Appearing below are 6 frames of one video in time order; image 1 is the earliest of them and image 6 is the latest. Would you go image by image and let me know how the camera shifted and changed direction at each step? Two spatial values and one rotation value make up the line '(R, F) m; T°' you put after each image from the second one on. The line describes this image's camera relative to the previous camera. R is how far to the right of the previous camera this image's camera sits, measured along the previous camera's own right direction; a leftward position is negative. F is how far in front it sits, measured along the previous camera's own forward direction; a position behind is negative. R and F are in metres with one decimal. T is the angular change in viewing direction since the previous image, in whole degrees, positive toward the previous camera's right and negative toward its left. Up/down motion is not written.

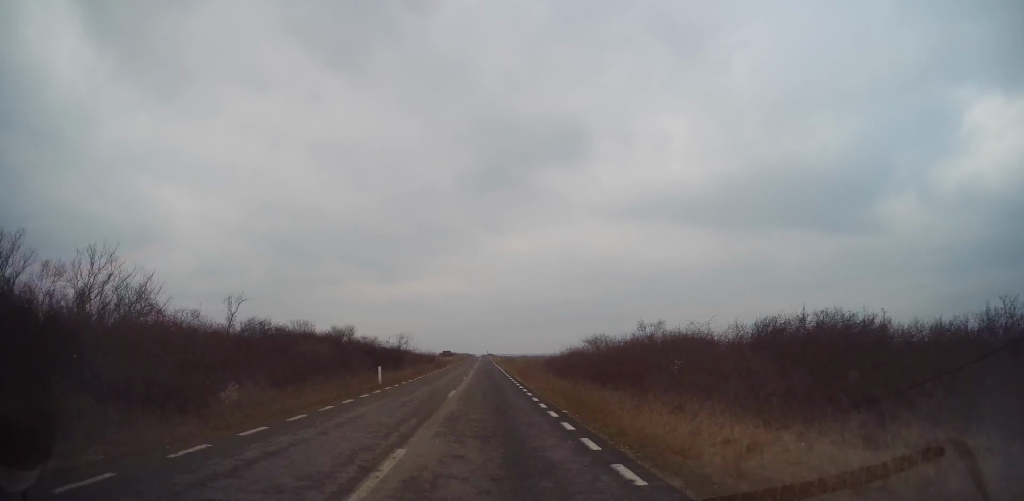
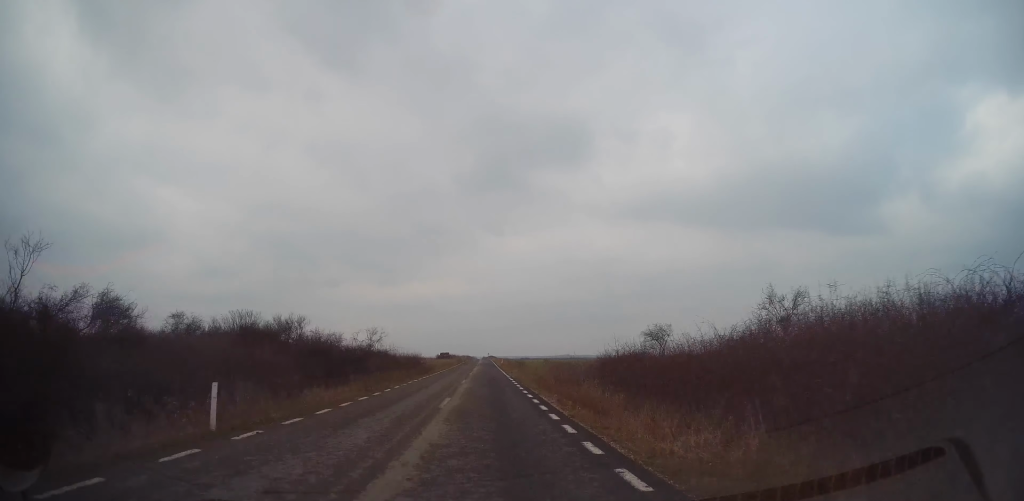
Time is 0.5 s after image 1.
(0.0, +14.4) m; 0°
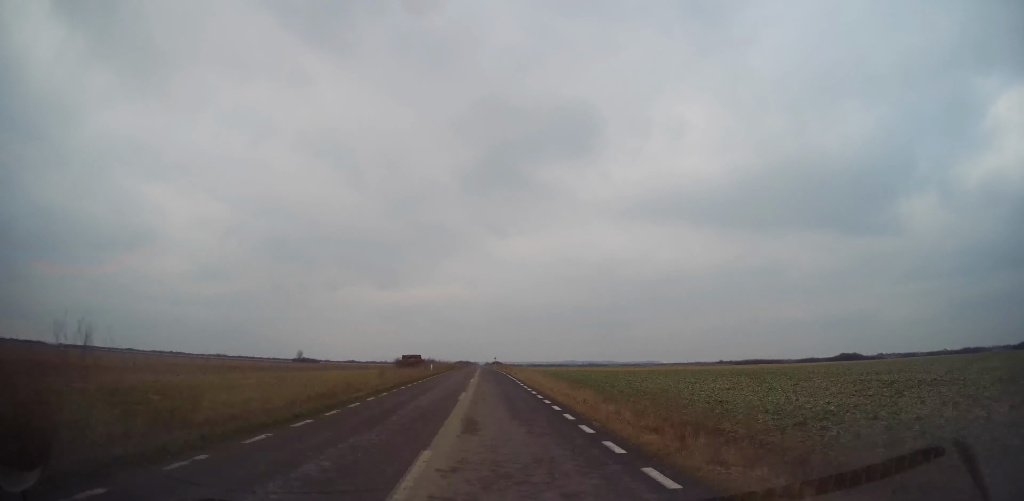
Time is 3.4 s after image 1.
(-0.4, +91.9) m; -1°
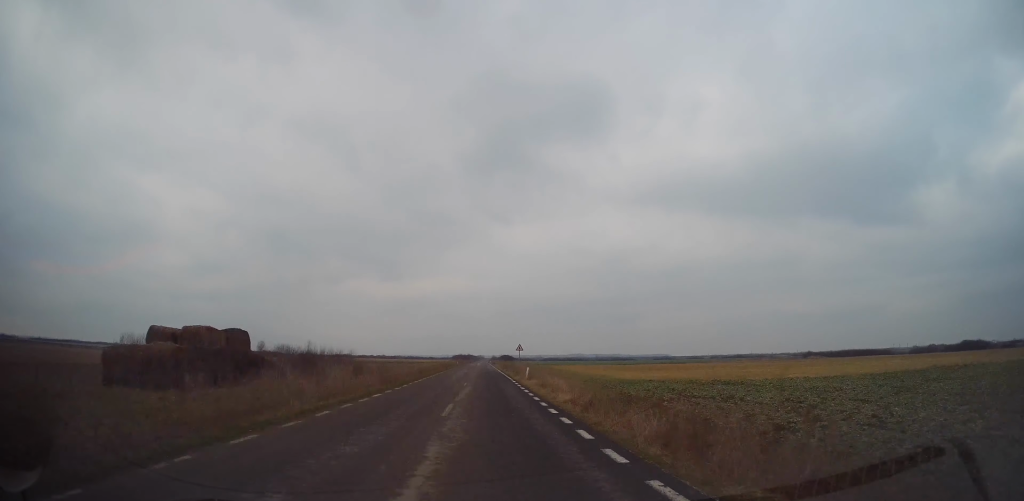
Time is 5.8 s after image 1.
(+0.4, +75.6) m; +1°
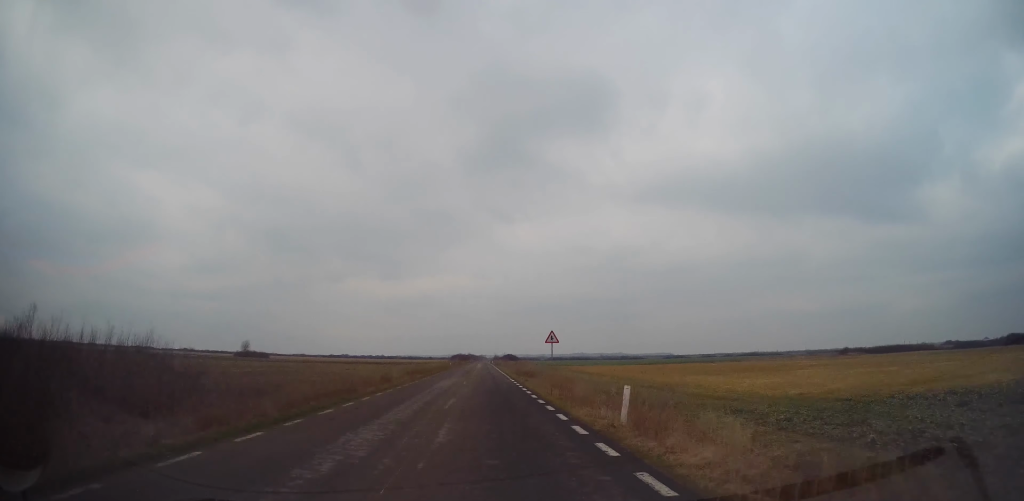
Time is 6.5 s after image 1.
(+0.1, +21.9) m; 0°
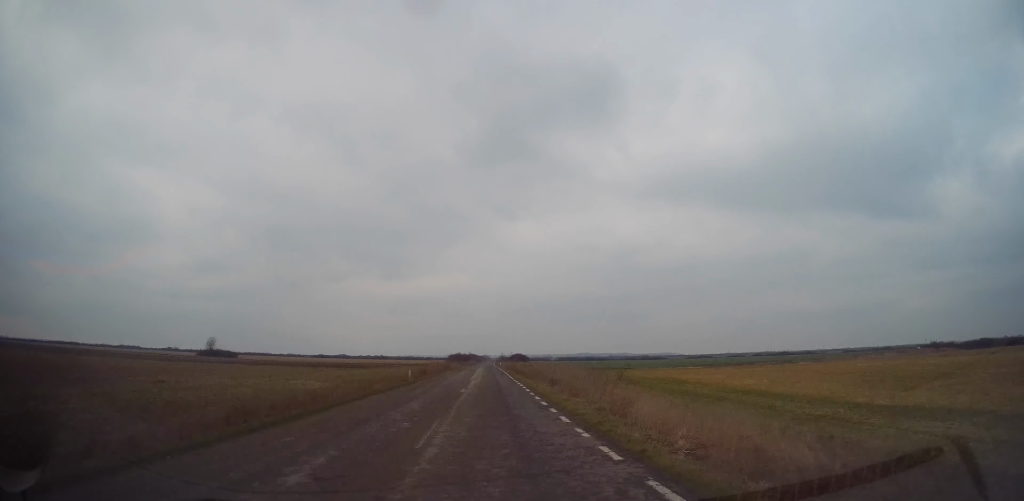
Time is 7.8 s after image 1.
(-0.1, +40.6) m; -1°
